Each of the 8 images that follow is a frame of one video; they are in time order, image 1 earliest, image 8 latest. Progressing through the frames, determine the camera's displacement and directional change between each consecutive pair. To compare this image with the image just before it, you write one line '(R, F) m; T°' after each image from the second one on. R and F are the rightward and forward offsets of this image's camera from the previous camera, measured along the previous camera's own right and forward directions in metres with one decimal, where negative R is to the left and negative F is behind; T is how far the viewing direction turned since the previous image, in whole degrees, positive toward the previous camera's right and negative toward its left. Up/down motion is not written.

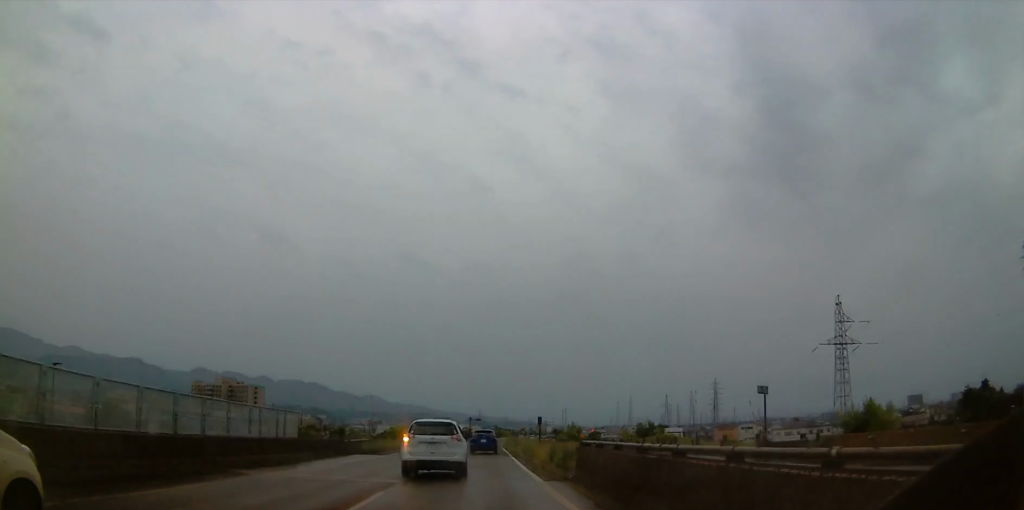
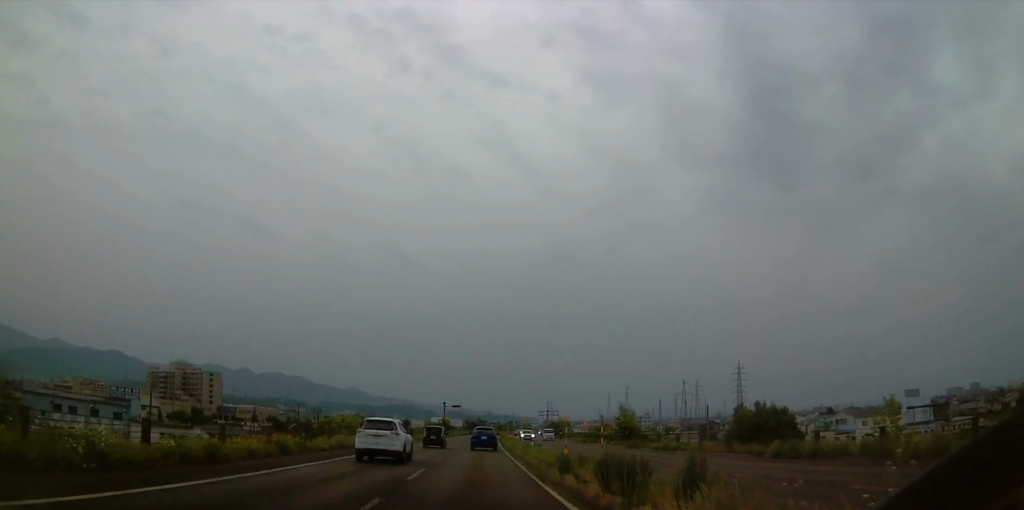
(+0.2, +59.4) m; -1°
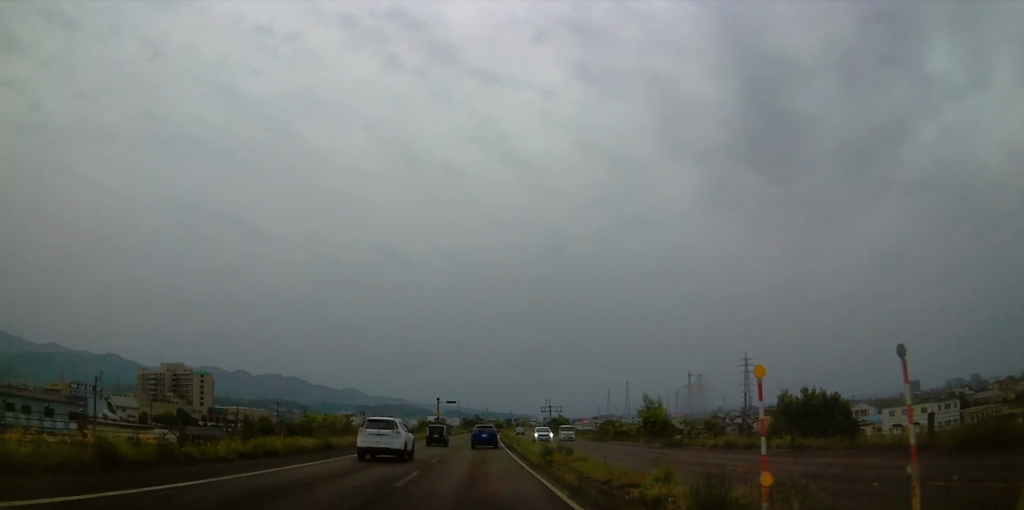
(0.0, +12.8) m; +1°
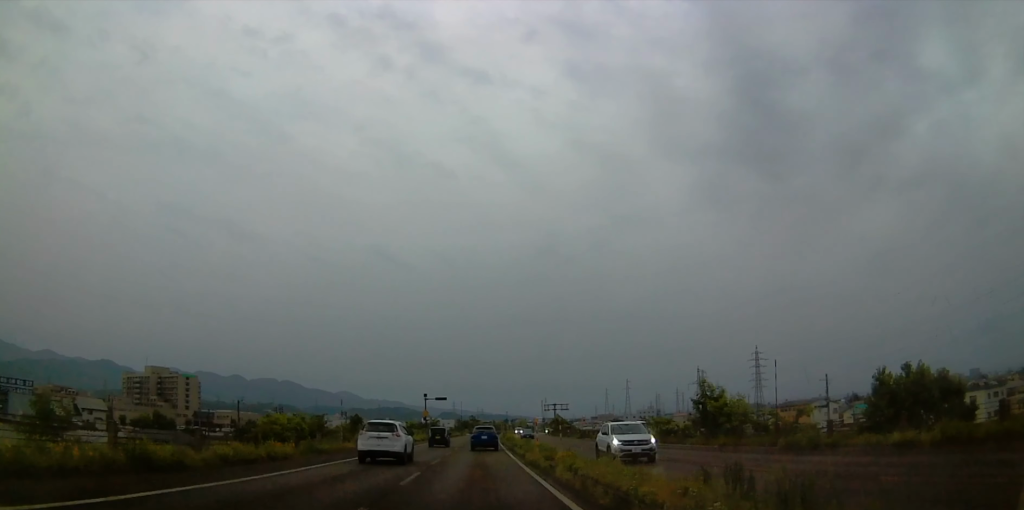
(+0.3, +18.0) m; +1°
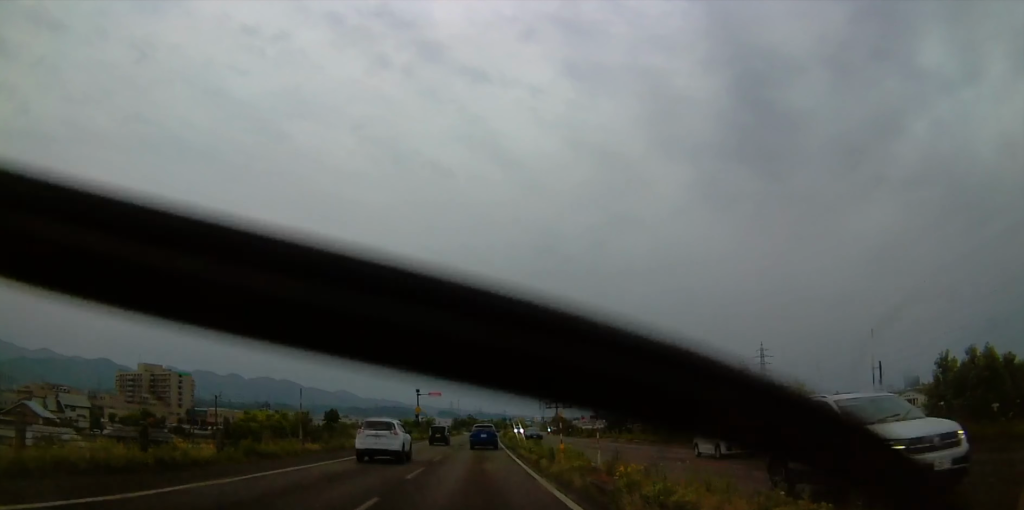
(+0.1, +8.2) m; 0°
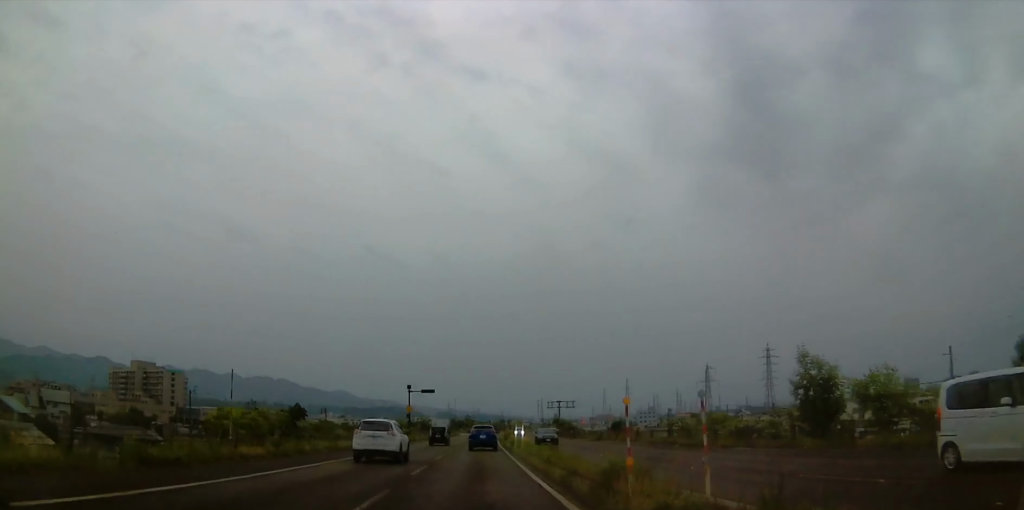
(0.0, +8.4) m; 0°
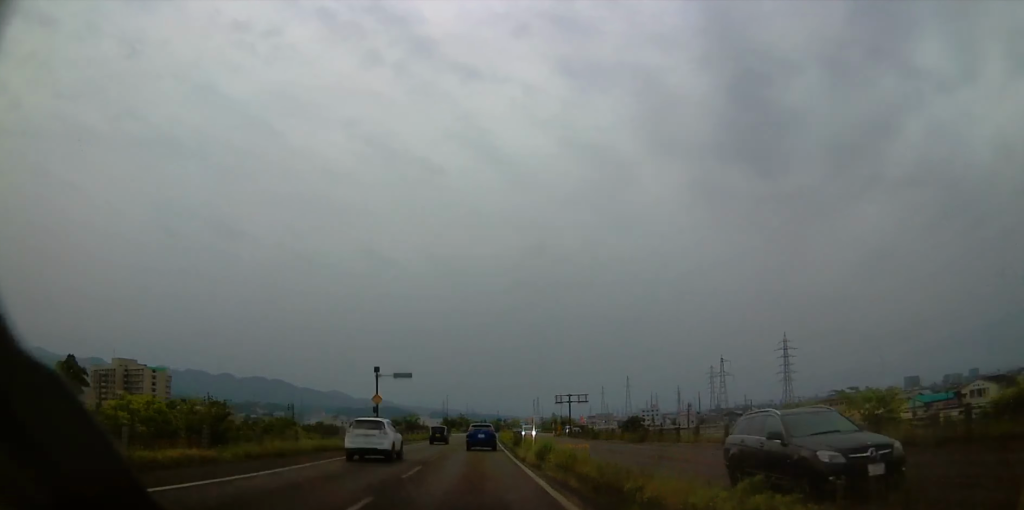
(0.0, +22.1) m; 0°
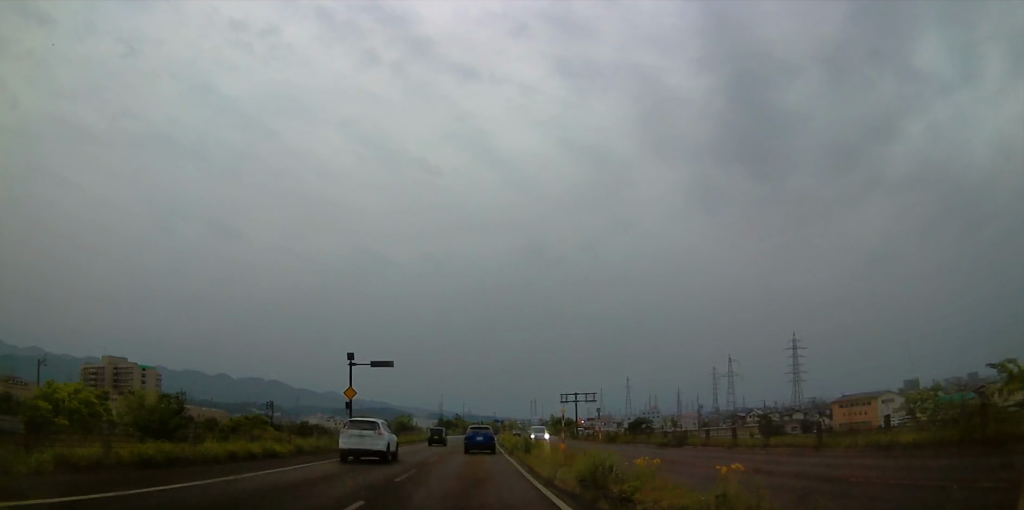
(0.0, +10.6) m; 0°
